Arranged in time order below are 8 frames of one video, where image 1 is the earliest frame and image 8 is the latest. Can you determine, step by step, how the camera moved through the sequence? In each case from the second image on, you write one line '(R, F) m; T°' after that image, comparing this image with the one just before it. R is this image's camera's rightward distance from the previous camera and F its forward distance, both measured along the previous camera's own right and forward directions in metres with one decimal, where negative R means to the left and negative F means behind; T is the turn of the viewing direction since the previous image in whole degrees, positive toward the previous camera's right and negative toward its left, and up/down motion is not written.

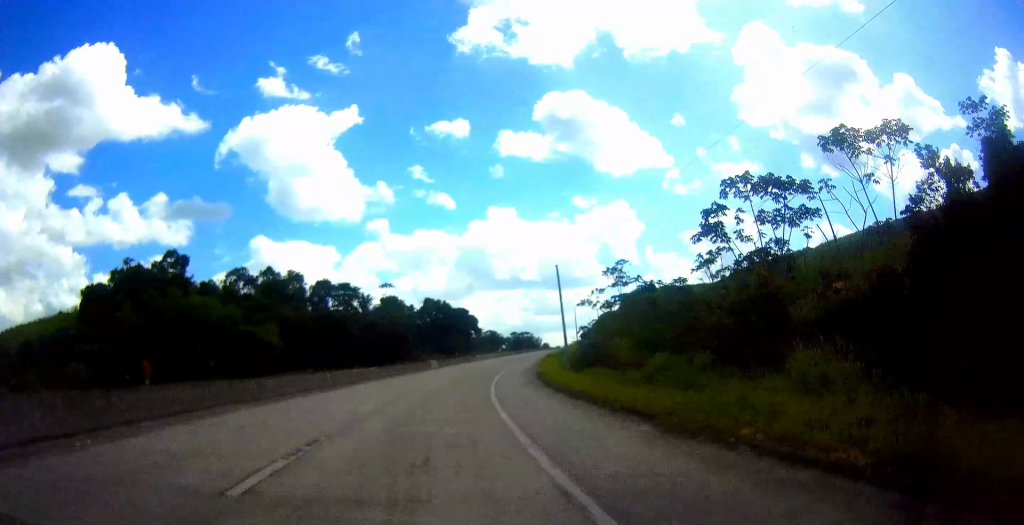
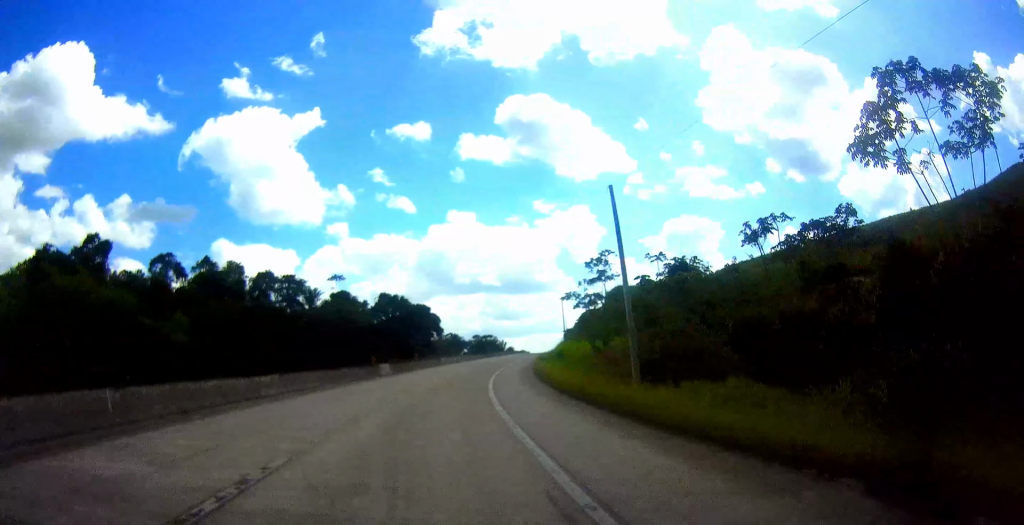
(+0.8, +19.3) m; +4°
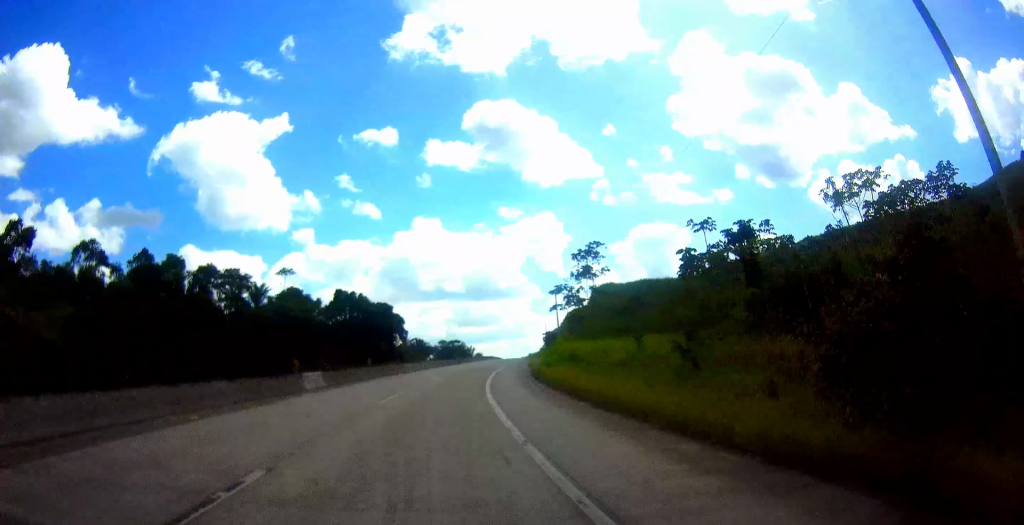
(+0.2, +16.9) m; +3°
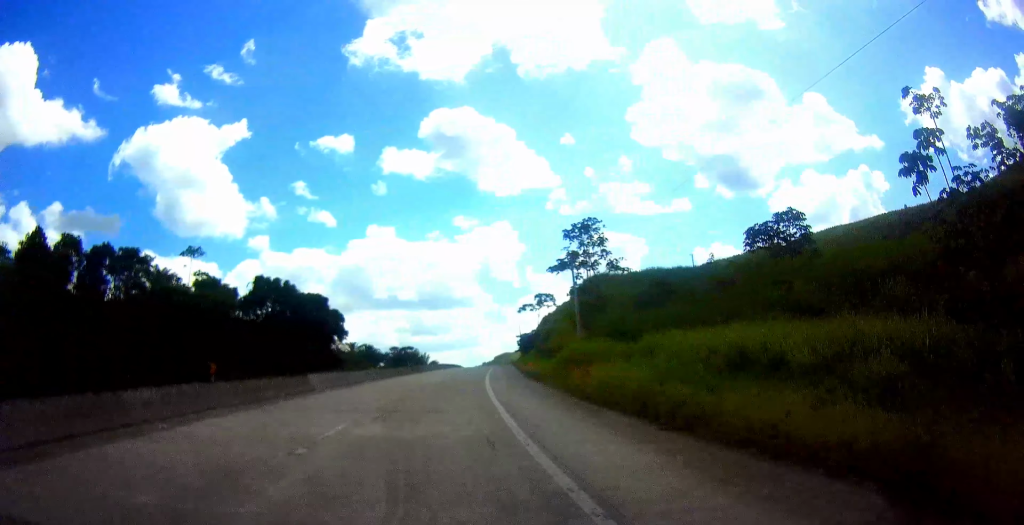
(+1.1, +26.7) m; +3°
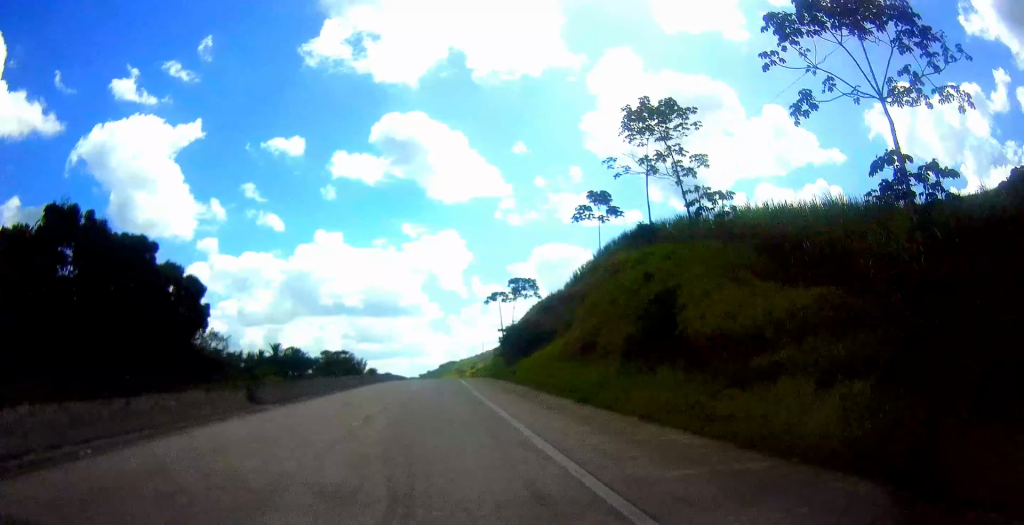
(+2.1, +45.4) m; +6°
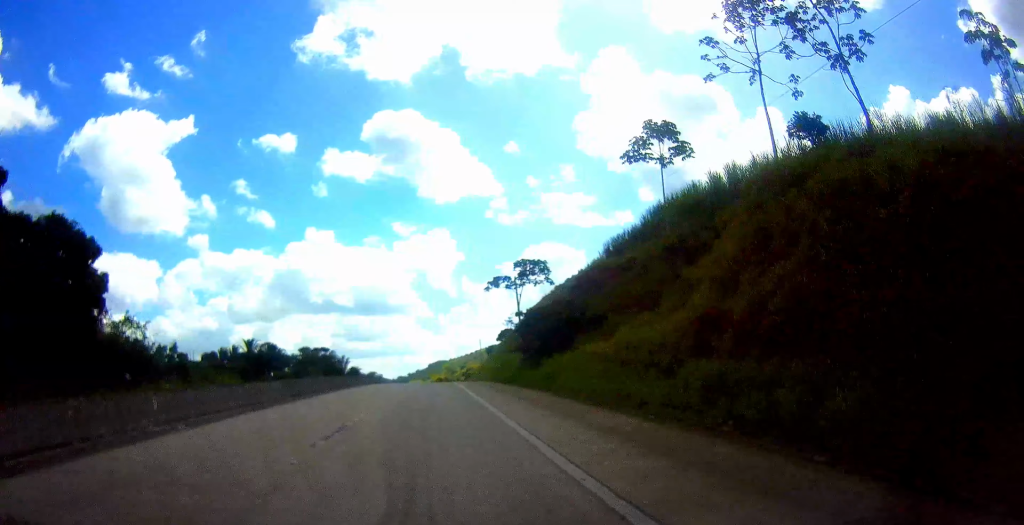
(+0.6, +21.2) m; +3°
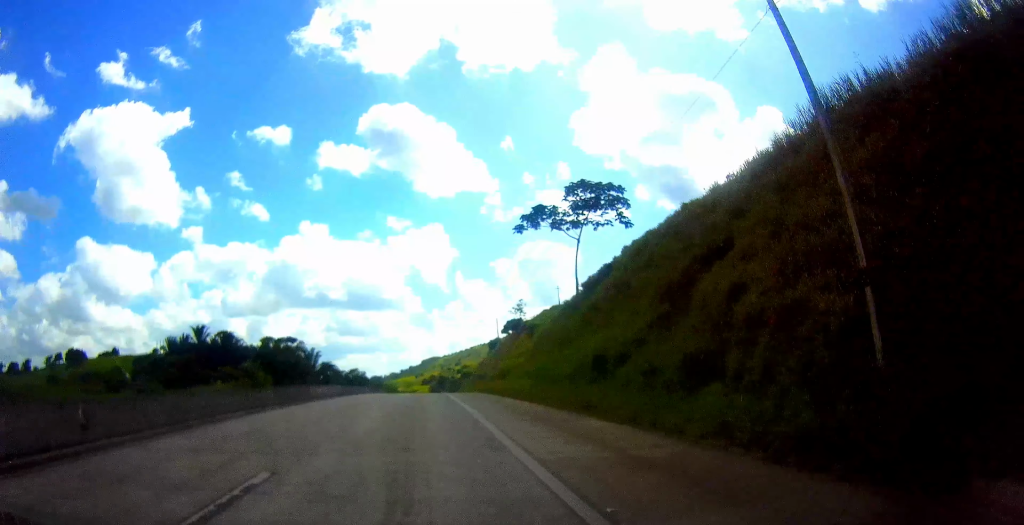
(+2.4, +43.9) m; +4°
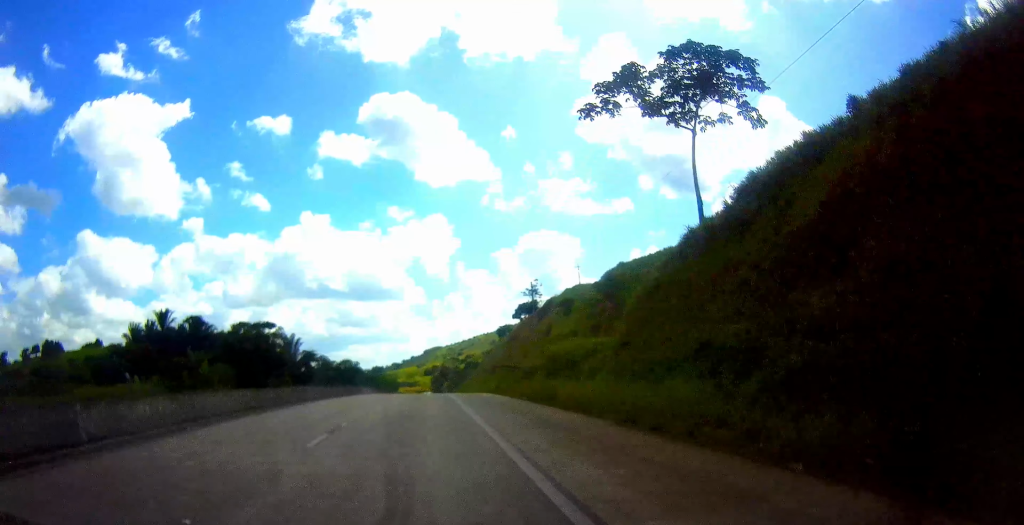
(+0.3, +29.0) m; 0°
